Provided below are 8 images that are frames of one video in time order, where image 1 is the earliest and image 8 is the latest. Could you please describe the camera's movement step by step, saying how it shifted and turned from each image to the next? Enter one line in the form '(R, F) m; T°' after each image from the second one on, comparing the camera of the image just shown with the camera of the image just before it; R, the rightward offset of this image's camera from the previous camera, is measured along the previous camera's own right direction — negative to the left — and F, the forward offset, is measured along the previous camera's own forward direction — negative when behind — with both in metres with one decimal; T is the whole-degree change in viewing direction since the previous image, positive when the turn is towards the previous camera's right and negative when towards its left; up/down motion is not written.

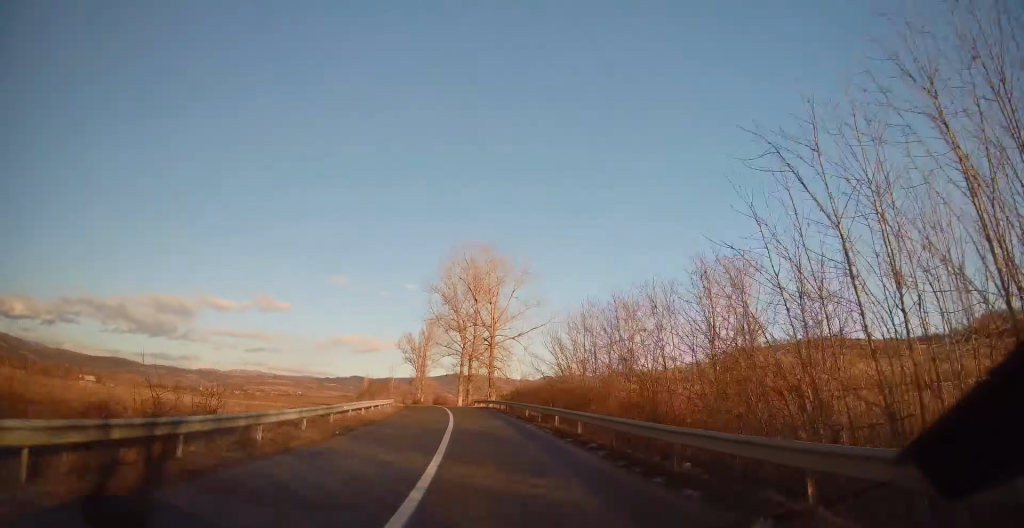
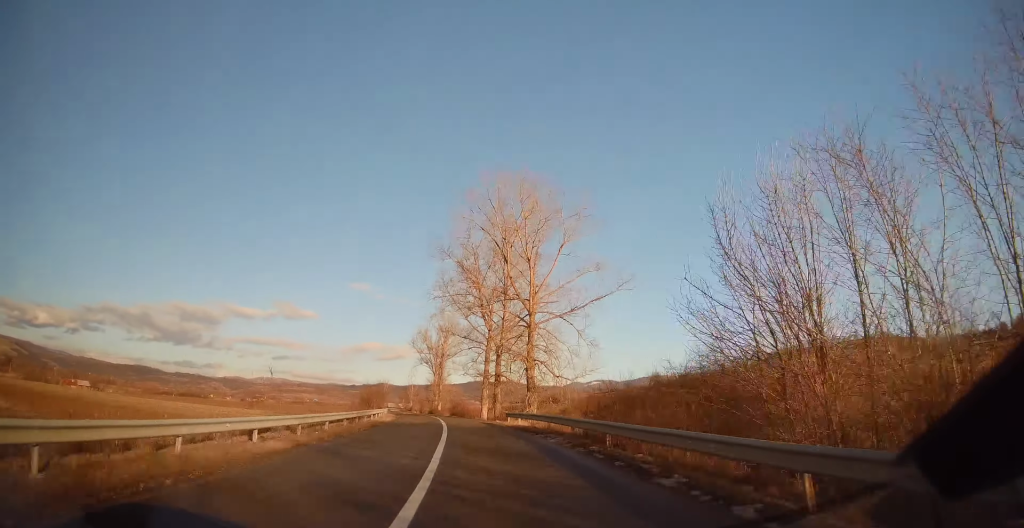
(-0.2, +24.3) m; -3°
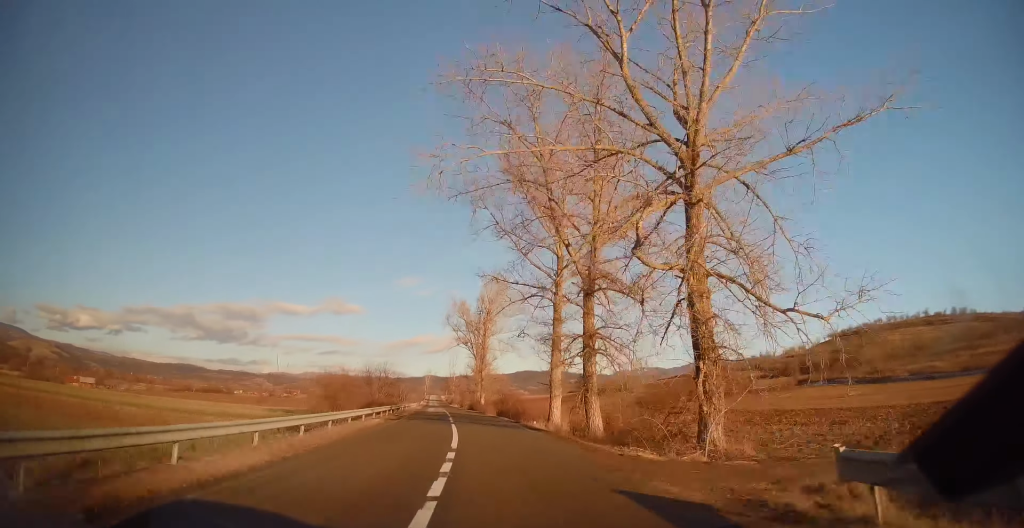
(-1.5, +29.2) m; -4°
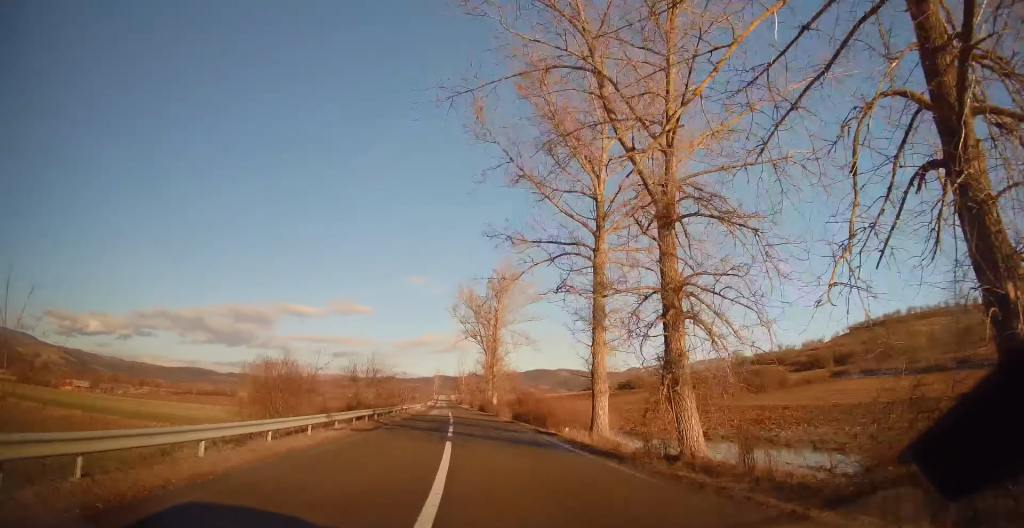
(-0.1, +10.9) m; -1°
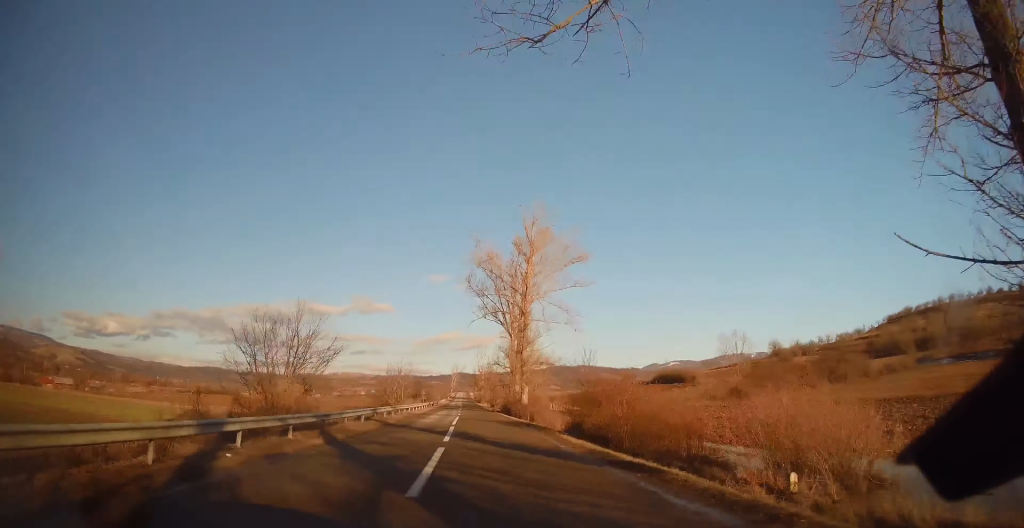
(+0.2, +22.0) m; -2°
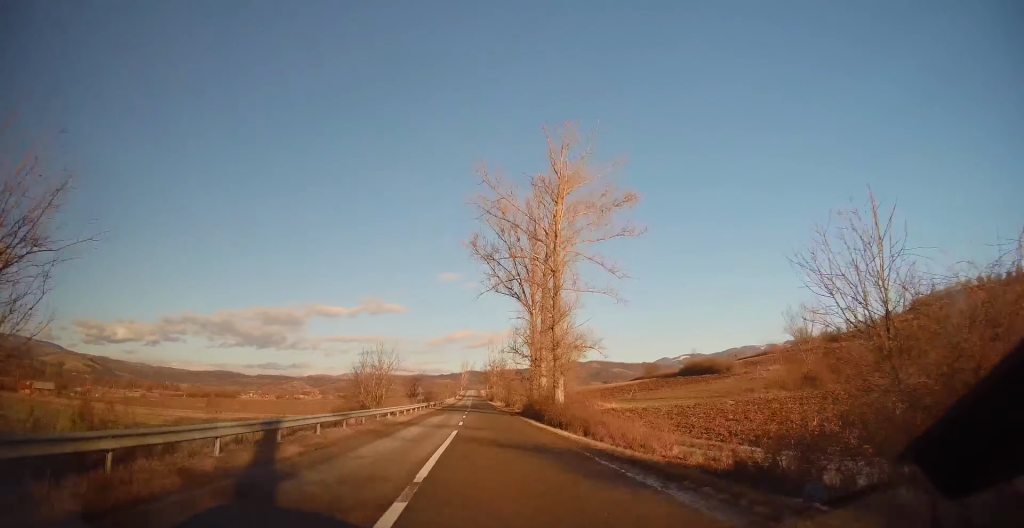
(-0.7, +16.9) m; -1°
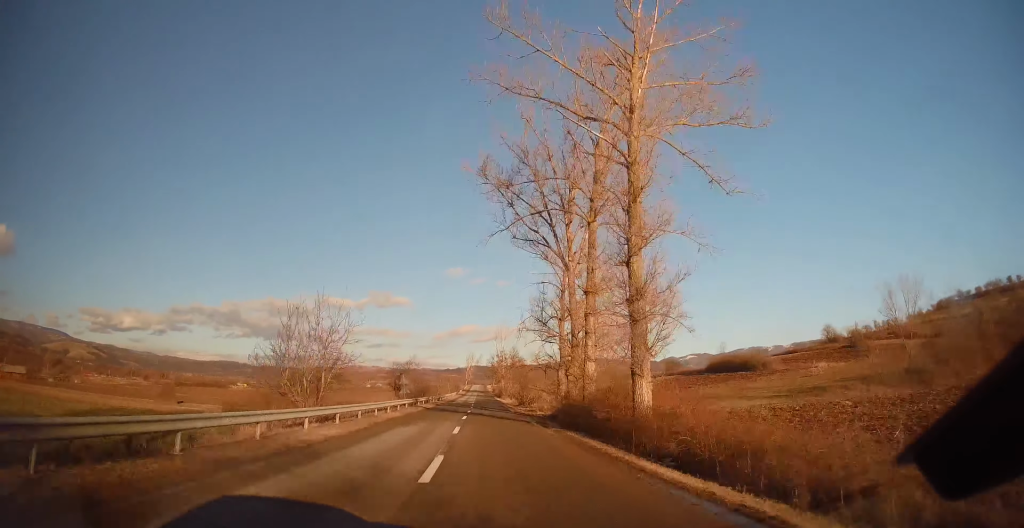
(-0.1, +17.7) m; 0°
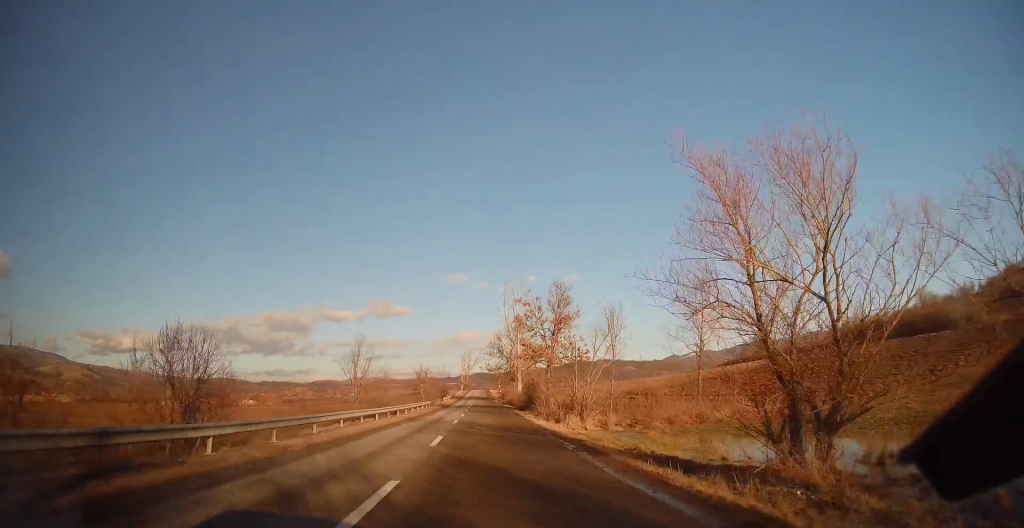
(+0.6, +66.0) m; +1°
